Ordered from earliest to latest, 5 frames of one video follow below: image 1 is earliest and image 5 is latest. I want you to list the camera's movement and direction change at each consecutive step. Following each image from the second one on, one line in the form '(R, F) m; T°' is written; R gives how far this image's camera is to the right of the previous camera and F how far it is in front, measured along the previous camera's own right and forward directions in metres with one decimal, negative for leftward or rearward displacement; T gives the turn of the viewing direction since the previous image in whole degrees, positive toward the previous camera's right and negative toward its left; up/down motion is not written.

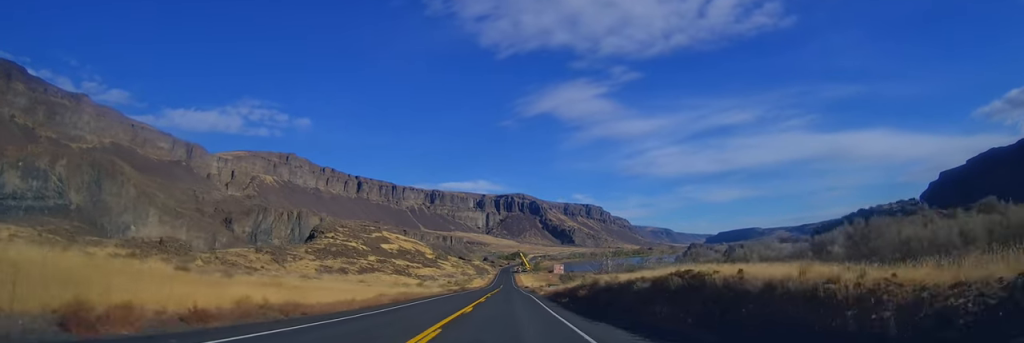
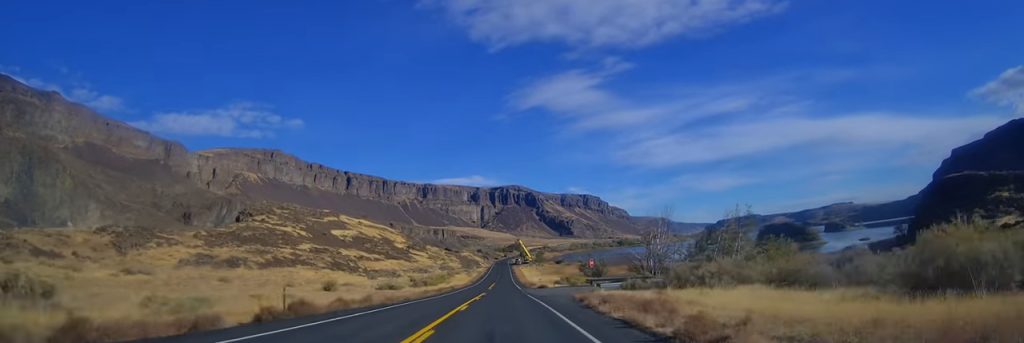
(+0.6, +74.6) m; 0°
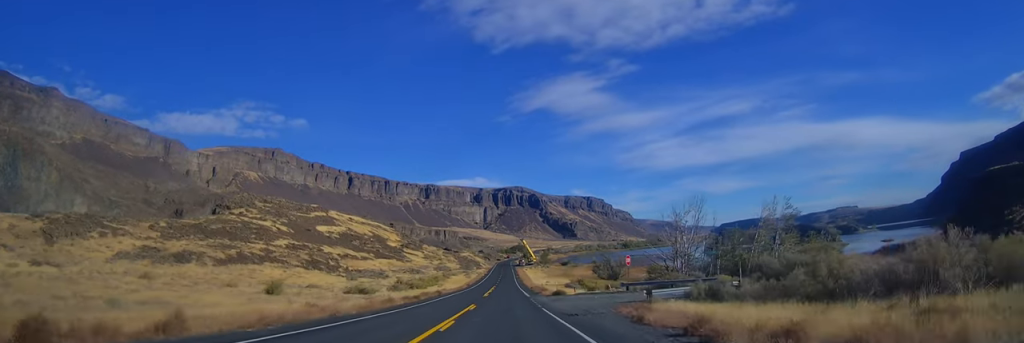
(-0.3, +19.4) m; -1°
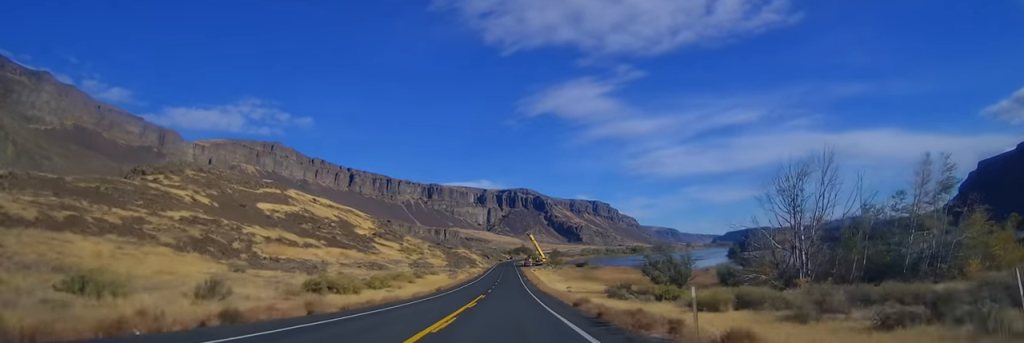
(-0.5, +49.0) m; 0°
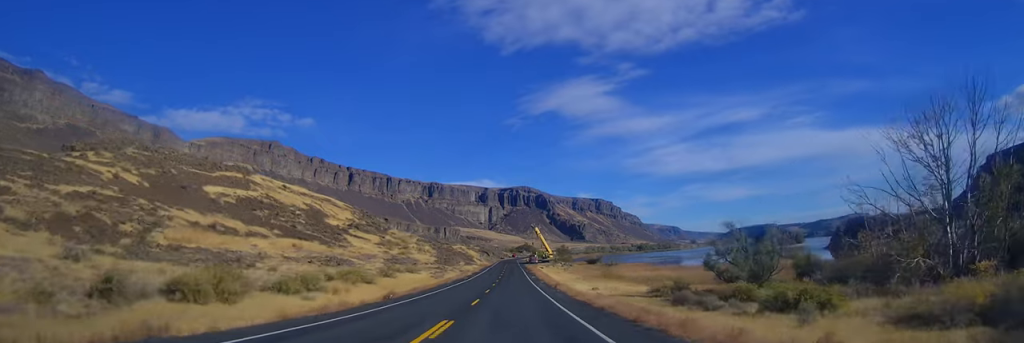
(+0.3, +27.3) m; +1°
